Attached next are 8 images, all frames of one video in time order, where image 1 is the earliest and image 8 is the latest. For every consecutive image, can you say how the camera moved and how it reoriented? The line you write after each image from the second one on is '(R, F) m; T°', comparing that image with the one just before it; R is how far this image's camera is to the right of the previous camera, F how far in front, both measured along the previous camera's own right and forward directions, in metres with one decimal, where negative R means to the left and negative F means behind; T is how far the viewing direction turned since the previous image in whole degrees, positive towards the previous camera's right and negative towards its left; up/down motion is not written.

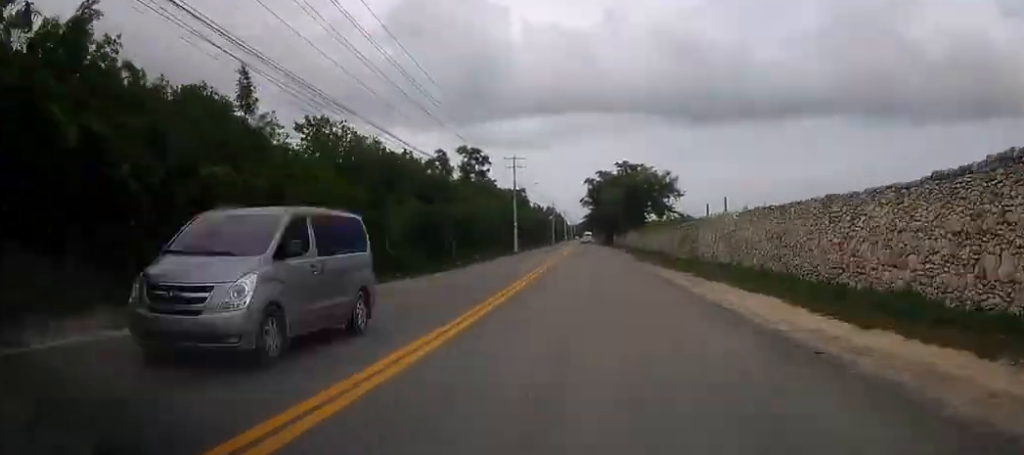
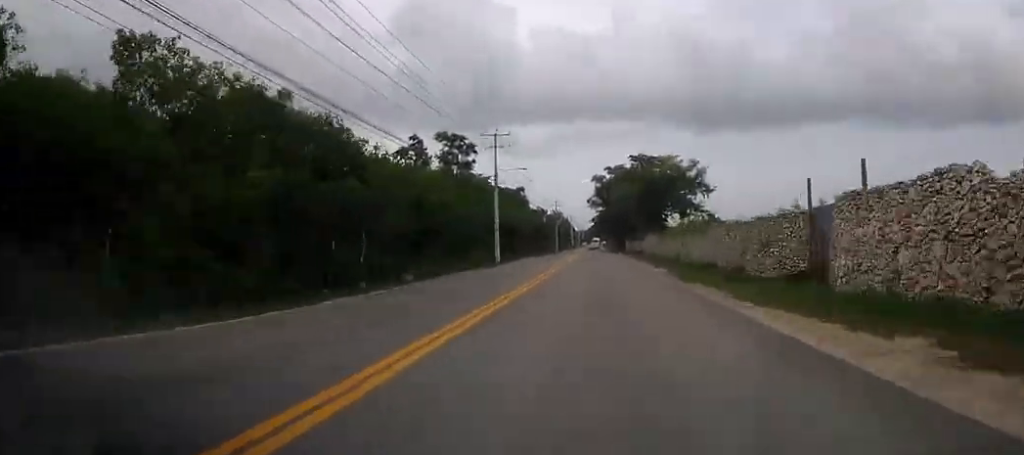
(-0.6, +21.3) m; -2°
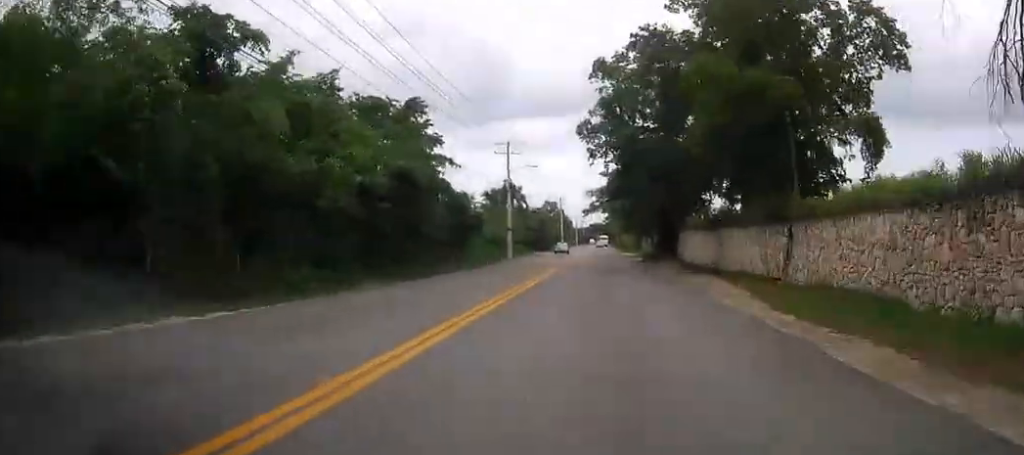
(+0.5, +80.3) m; +1°
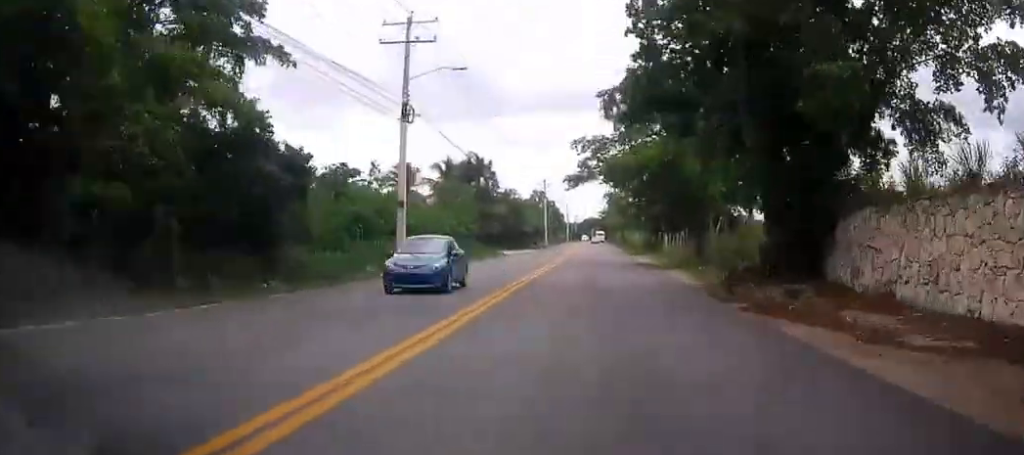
(+0.1, +33.6) m; 0°
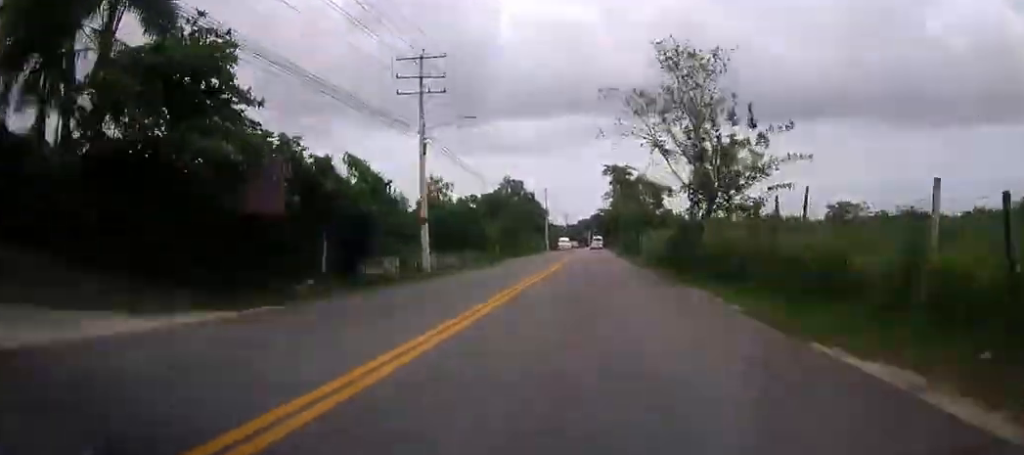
(-0.1, +76.0) m; 0°
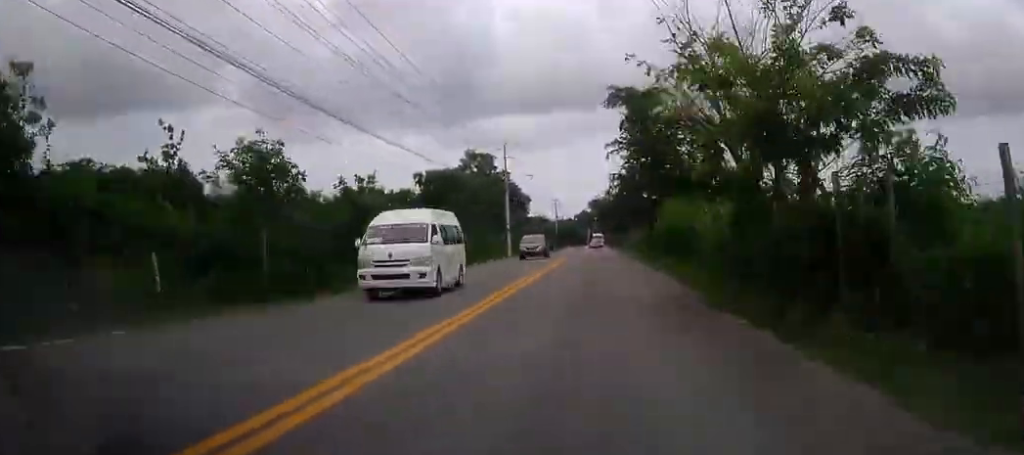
(+0.3, +51.8) m; 0°
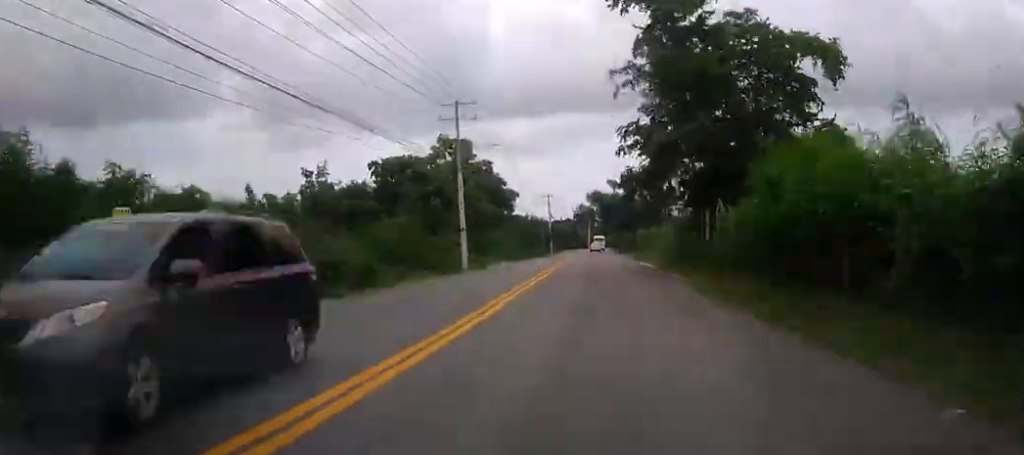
(-0.1, +23.0) m; 0°
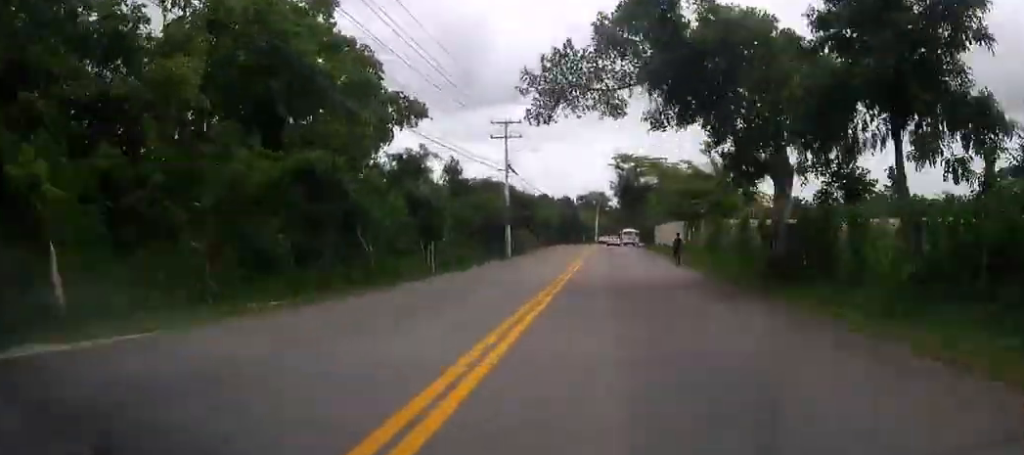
(-0.6, +72.6) m; 0°
